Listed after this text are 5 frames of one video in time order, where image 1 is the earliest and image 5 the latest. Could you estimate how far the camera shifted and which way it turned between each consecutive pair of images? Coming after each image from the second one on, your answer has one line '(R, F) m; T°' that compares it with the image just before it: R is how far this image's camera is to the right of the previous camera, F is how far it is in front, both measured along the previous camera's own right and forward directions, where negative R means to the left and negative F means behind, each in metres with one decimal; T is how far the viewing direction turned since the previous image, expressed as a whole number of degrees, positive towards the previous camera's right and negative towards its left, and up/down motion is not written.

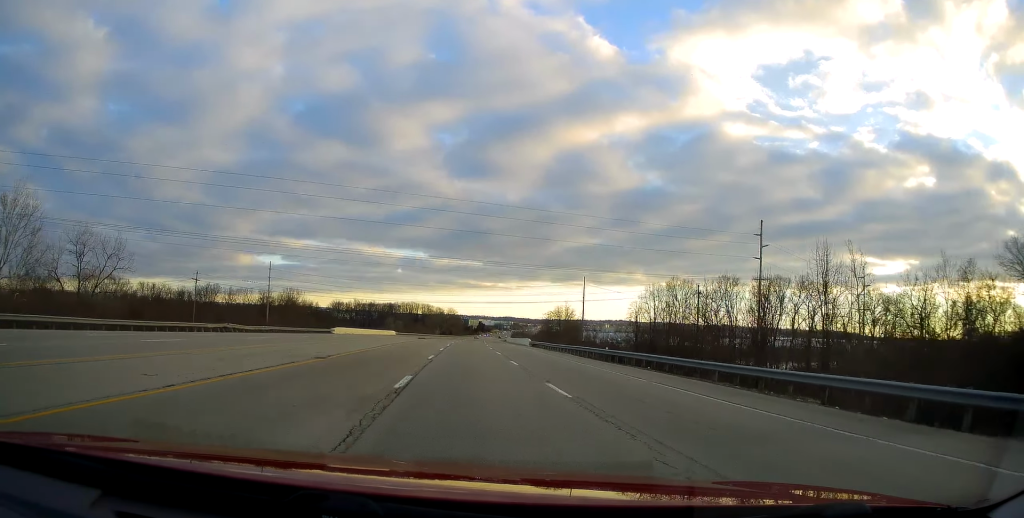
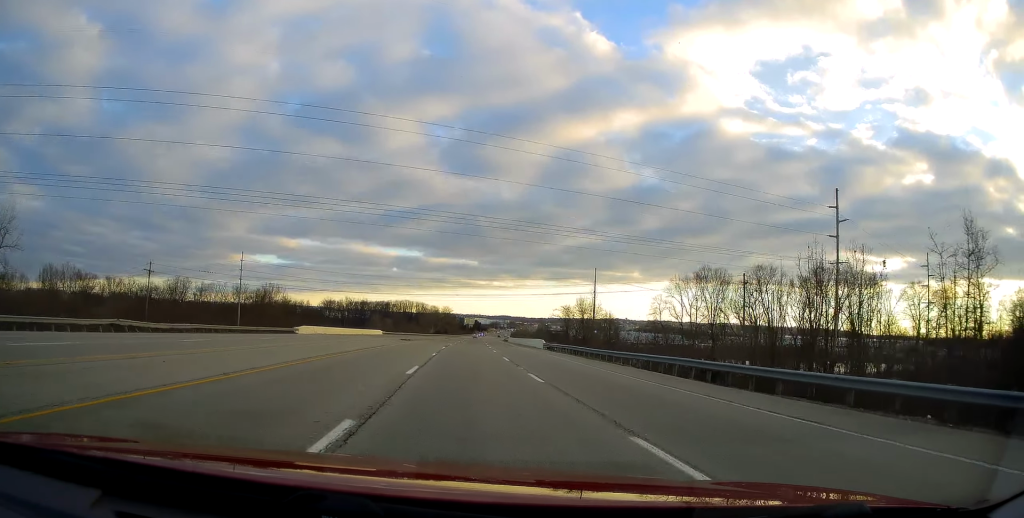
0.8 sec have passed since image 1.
(-0.6, +20.6) m; +1°
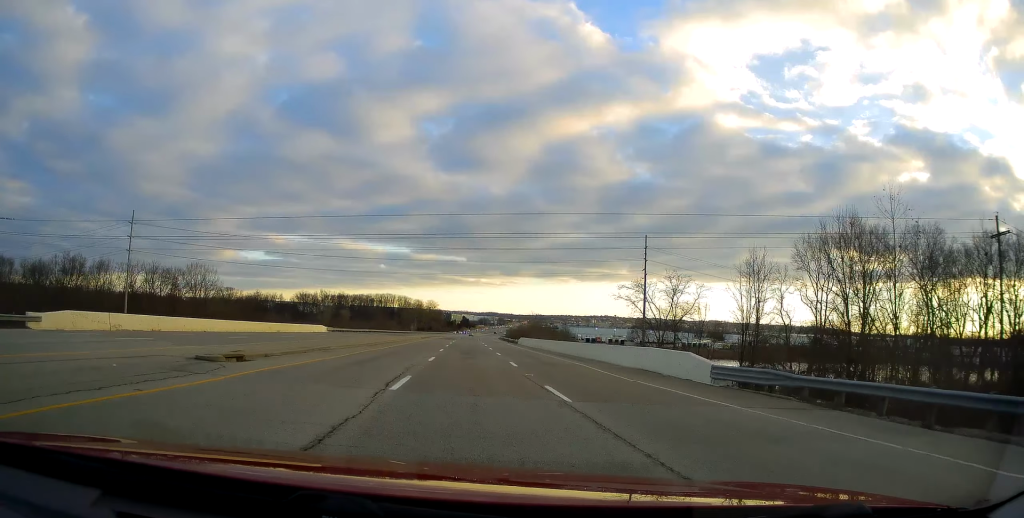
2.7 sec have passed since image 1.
(+1.5, +53.1) m; +3°
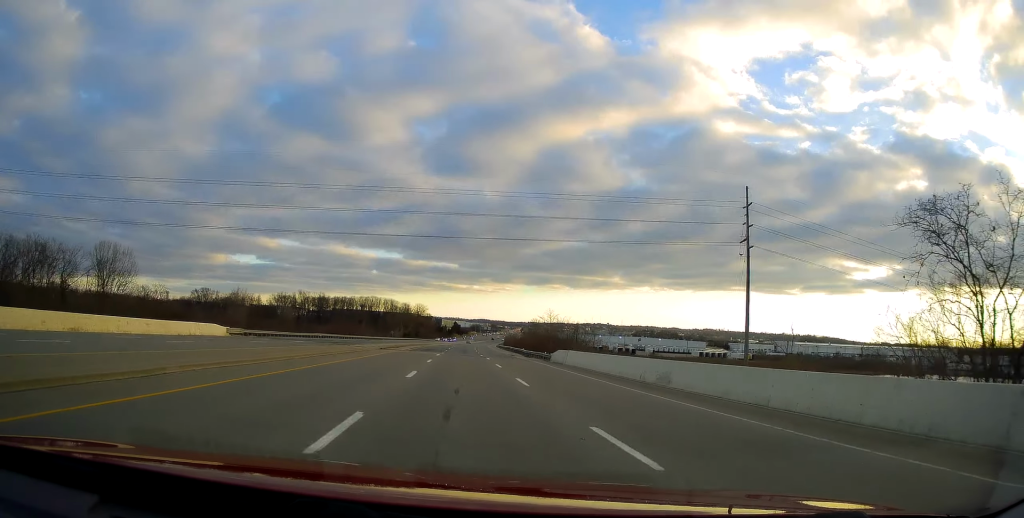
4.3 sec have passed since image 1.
(+0.3, +42.4) m; -1°
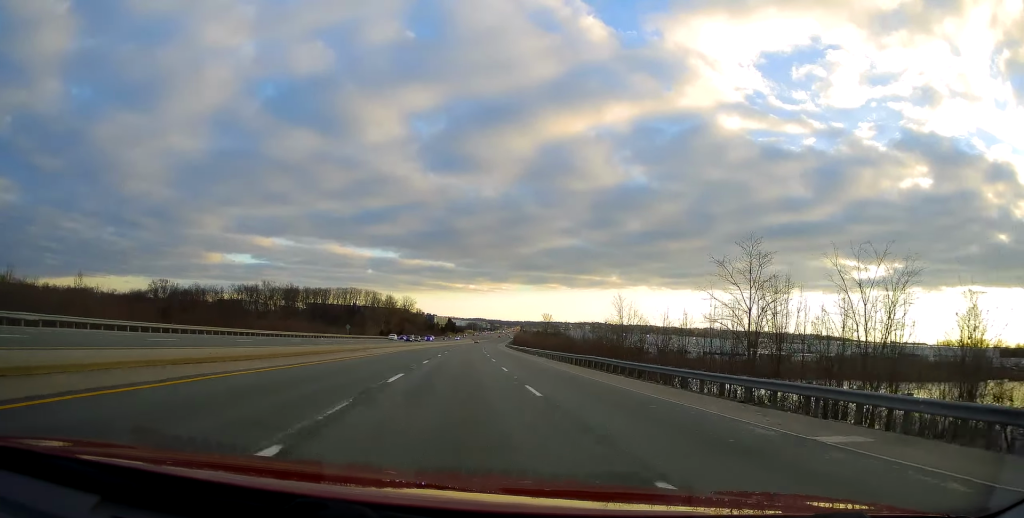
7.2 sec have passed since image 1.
(+0.8, +77.1) m; +1°
